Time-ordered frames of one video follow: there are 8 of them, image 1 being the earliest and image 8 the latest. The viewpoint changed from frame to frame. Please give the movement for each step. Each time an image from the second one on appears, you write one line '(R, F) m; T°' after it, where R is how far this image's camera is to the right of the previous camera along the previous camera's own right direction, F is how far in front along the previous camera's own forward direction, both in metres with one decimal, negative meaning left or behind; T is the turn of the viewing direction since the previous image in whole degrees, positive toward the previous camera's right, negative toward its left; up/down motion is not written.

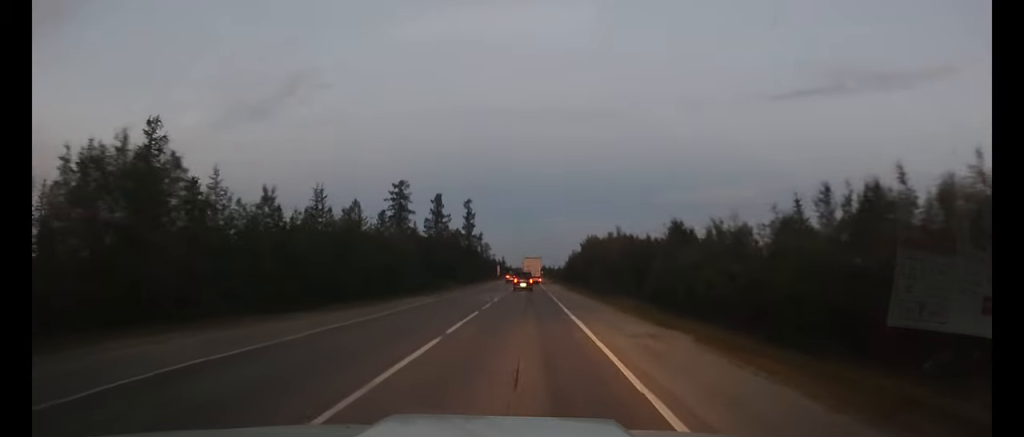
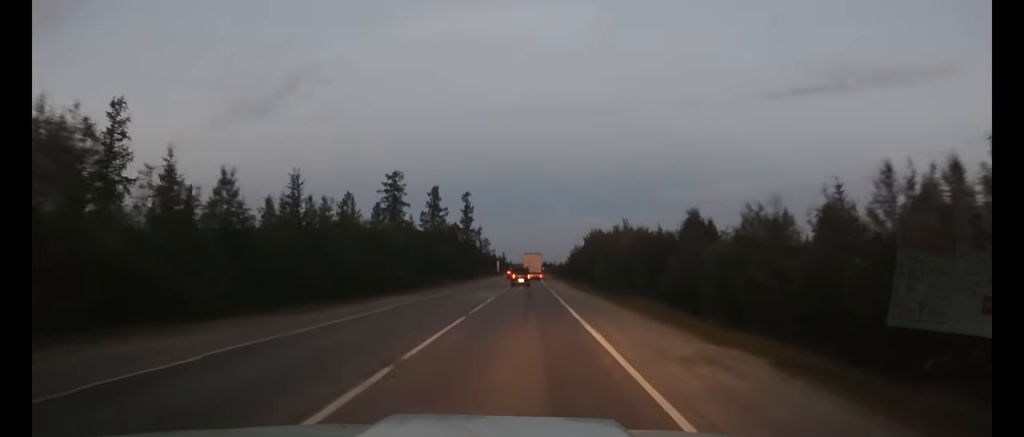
(0.0, +4.8) m; 0°
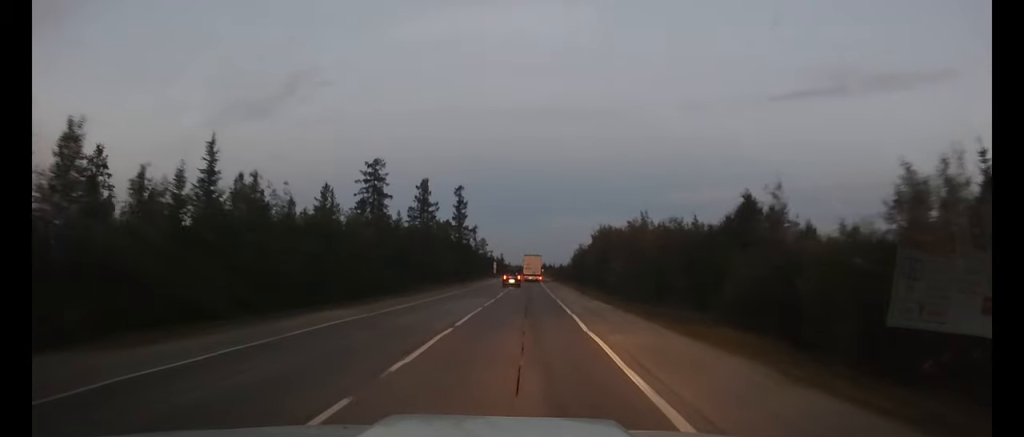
(0.0, +11.7) m; 0°
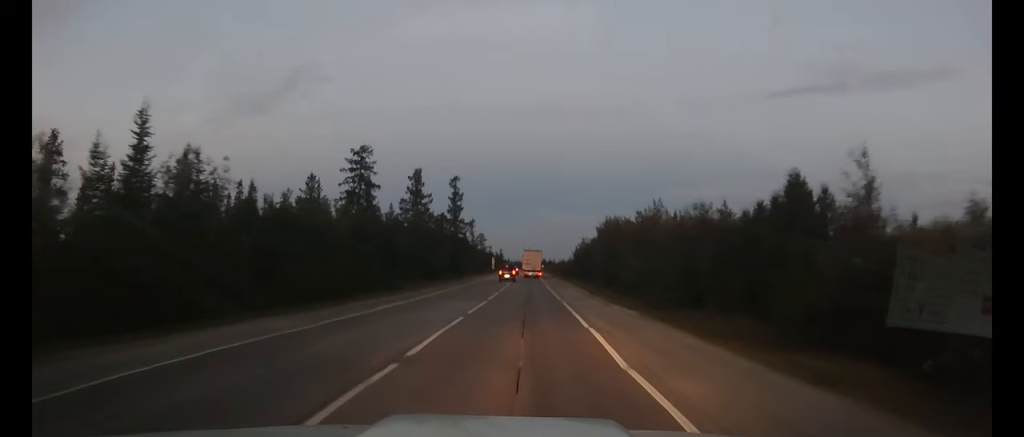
(0.0, +6.5) m; 0°
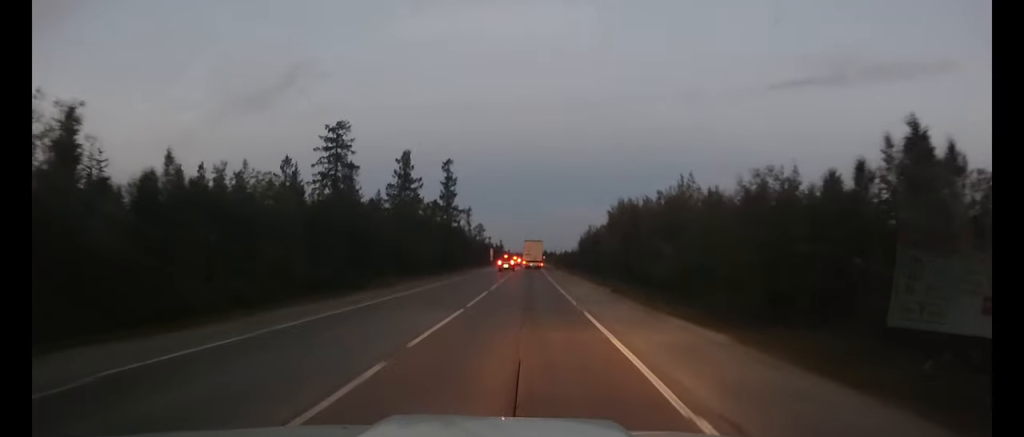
(0.0, +9.7) m; 0°
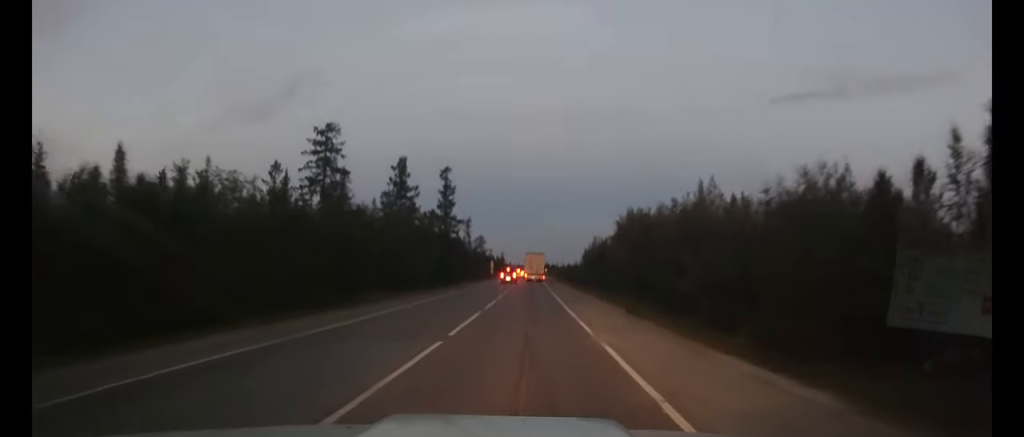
(0.0, +4.5) m; 0°
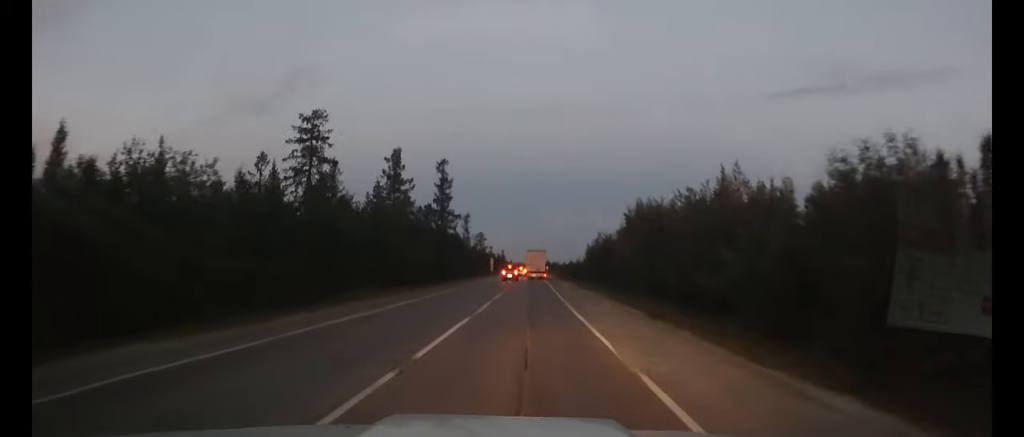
(0.0, +4.5) m; 0°
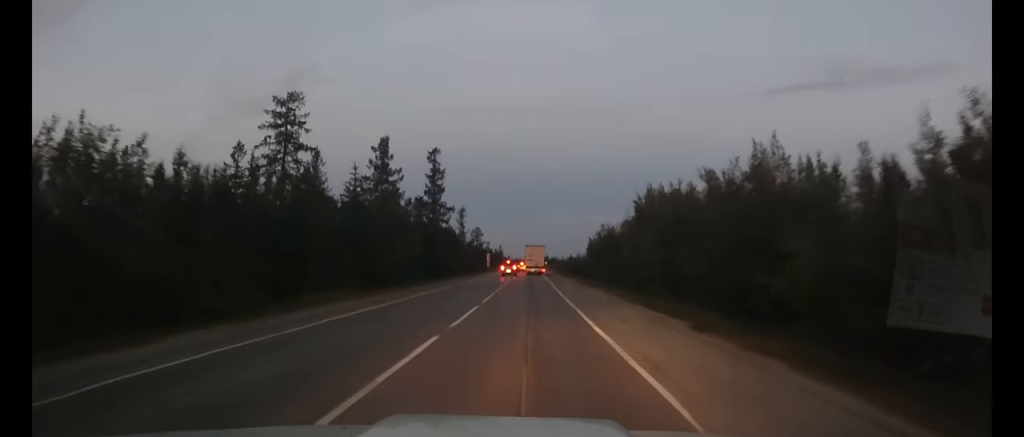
(0.0, +5.8) m; 0°
